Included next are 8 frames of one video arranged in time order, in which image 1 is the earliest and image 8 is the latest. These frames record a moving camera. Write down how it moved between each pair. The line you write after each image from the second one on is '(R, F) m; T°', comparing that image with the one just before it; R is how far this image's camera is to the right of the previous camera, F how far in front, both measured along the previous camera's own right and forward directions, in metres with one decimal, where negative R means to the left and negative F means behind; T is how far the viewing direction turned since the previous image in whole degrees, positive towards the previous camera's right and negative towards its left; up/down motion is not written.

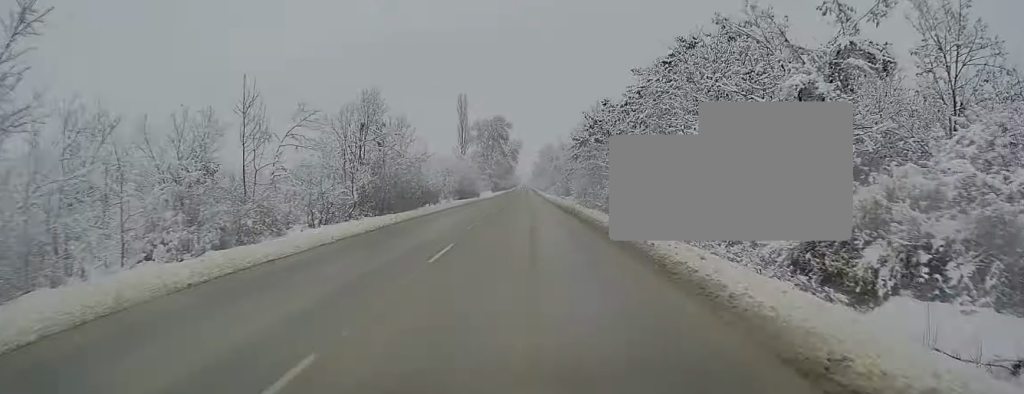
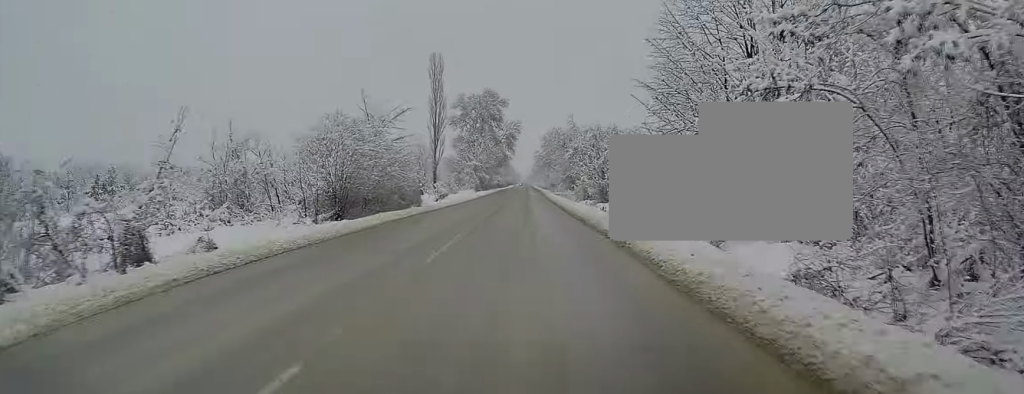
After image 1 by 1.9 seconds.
(+0.3, +44.7) m; 0°
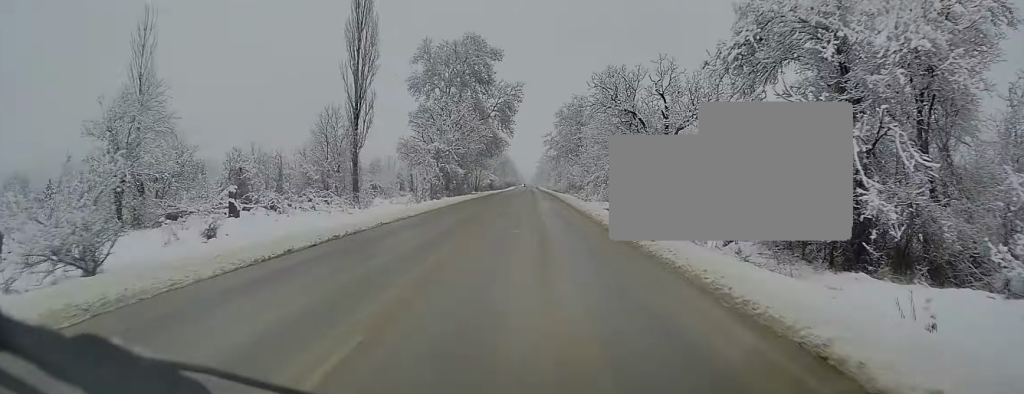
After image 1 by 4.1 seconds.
(-0.2, +52.7) m; 0°
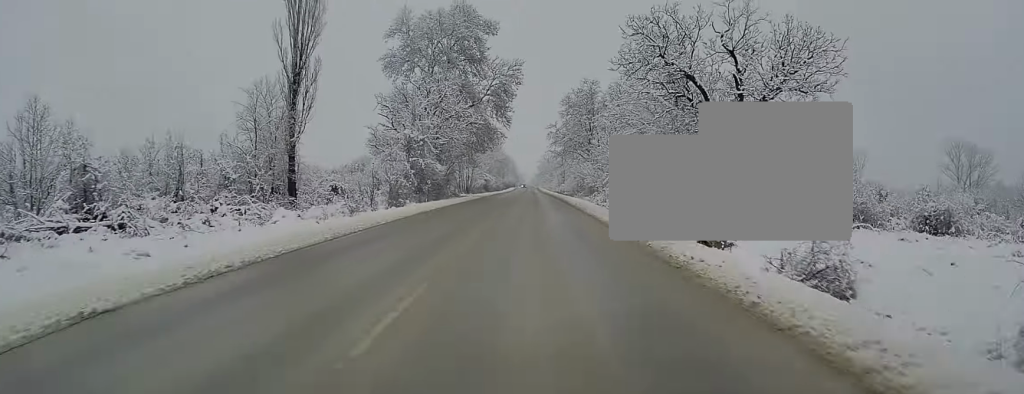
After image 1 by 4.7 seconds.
(0.0, +15.7) m; 0°
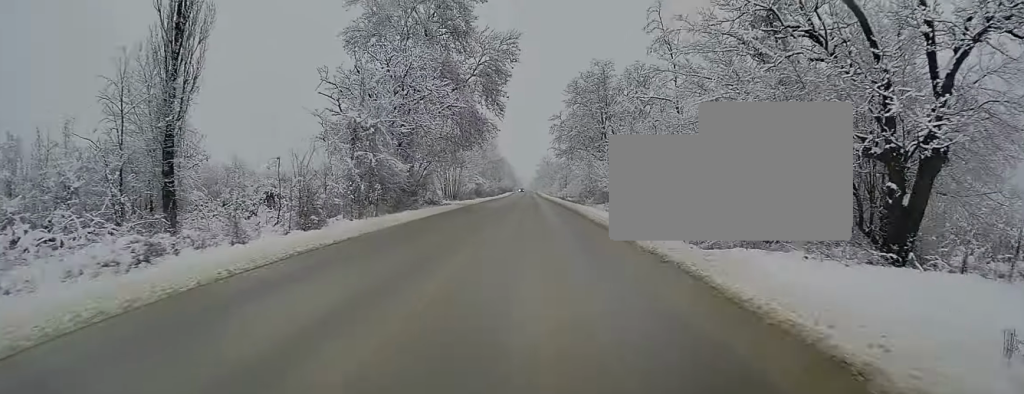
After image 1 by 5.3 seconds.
(0.0, +14.9) m; 0°
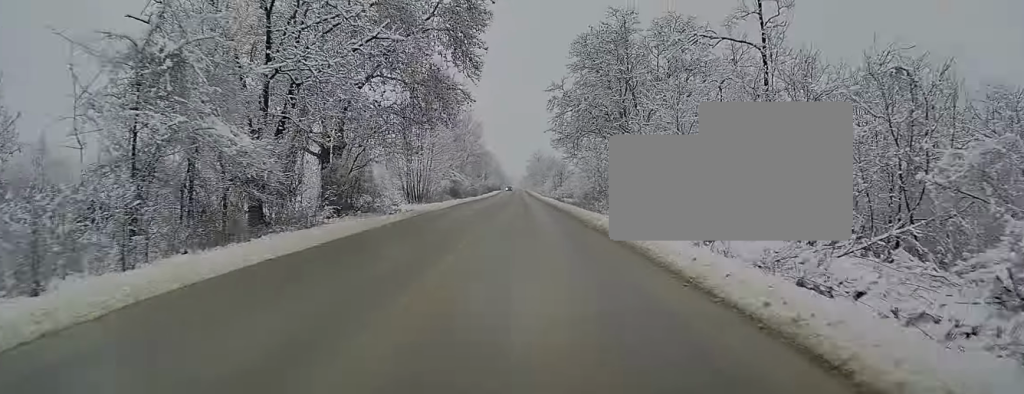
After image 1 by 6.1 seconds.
(0.0, +18.9) m; 0°
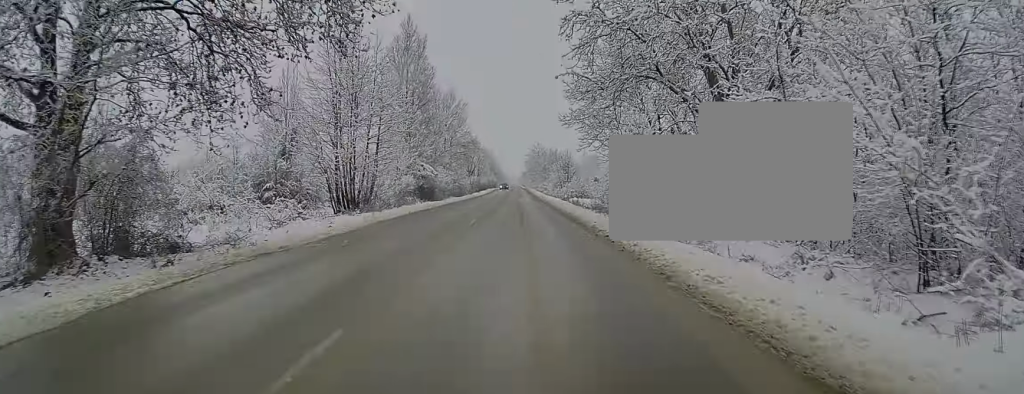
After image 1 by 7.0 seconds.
(0.0, +22.2) m; 0°
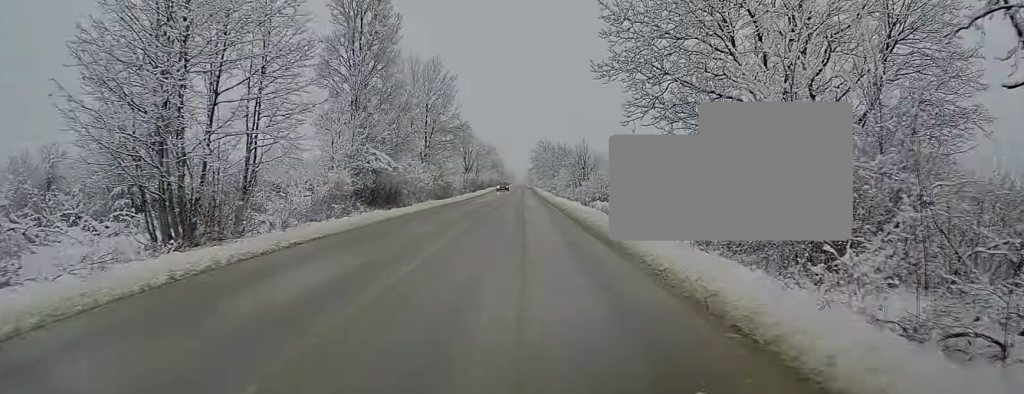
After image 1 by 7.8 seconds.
(+0.1, +19.8) m; 0°
